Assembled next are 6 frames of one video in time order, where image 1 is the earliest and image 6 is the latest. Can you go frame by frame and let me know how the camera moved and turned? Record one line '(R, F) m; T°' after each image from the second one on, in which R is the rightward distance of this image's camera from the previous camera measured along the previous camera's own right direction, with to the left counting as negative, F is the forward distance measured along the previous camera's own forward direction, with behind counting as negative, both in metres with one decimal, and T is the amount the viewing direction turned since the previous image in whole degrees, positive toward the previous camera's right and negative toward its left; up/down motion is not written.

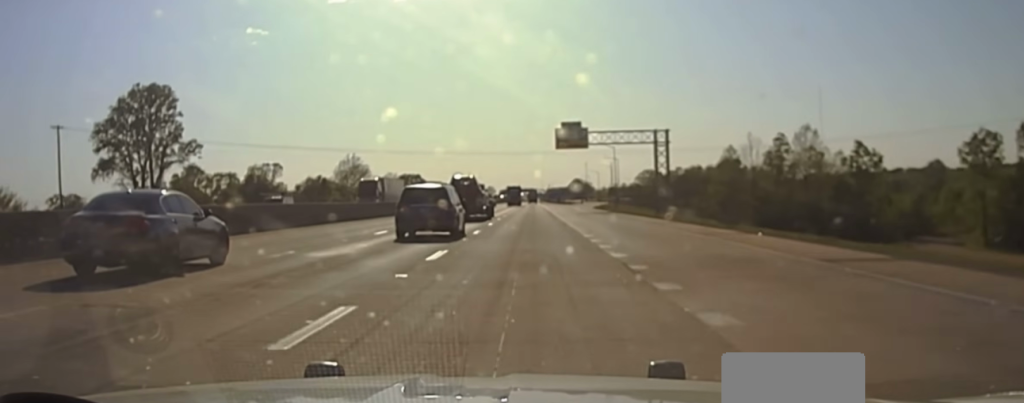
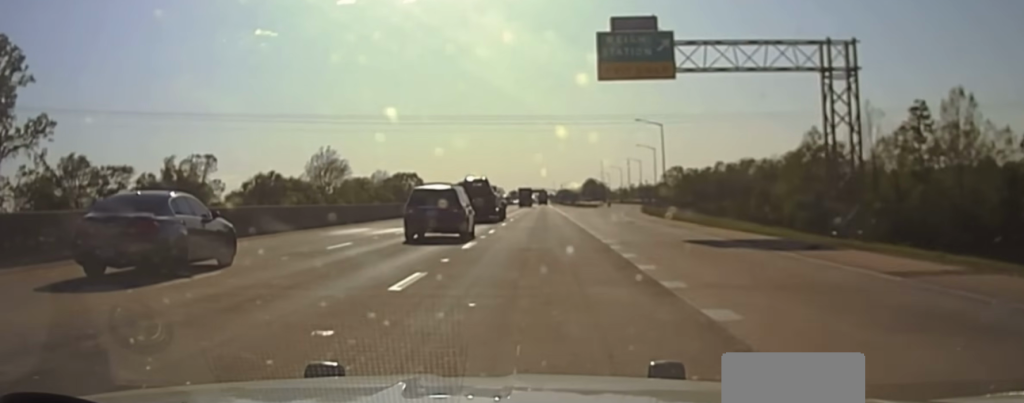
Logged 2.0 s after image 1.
(-1.1, +56.7) m; -2°
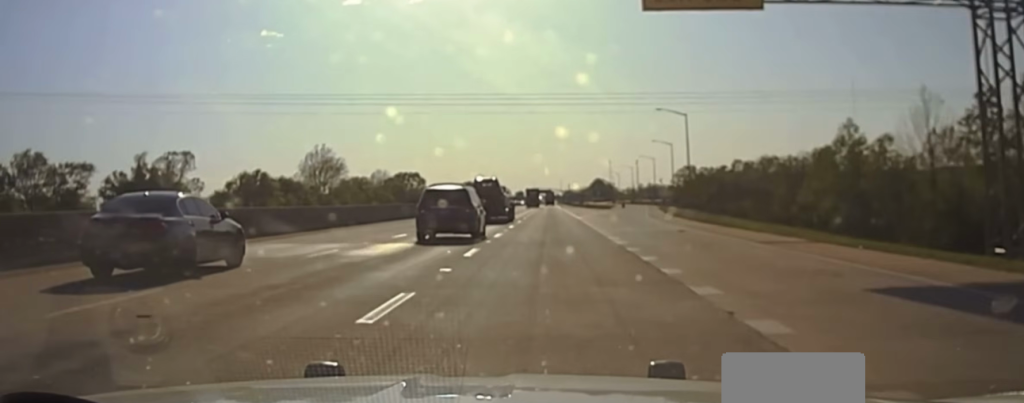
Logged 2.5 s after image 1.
(+0.2, +15.2) m; 0°
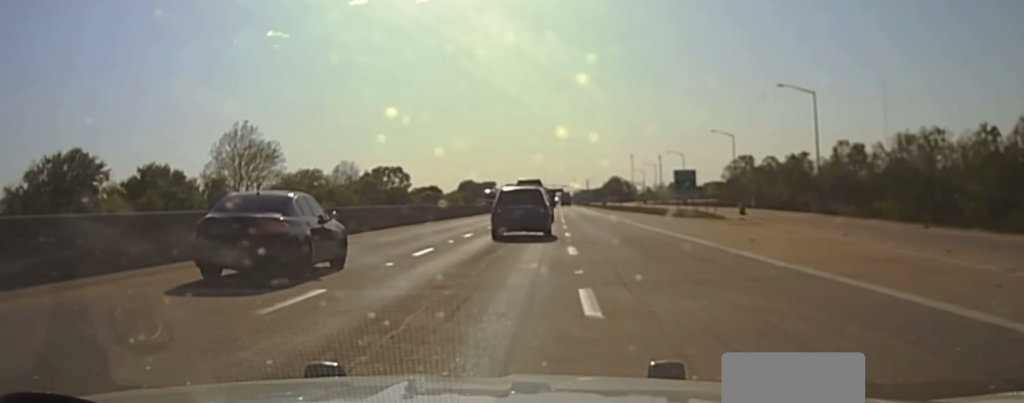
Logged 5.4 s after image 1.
(-0.9, +77.4) m; 0°
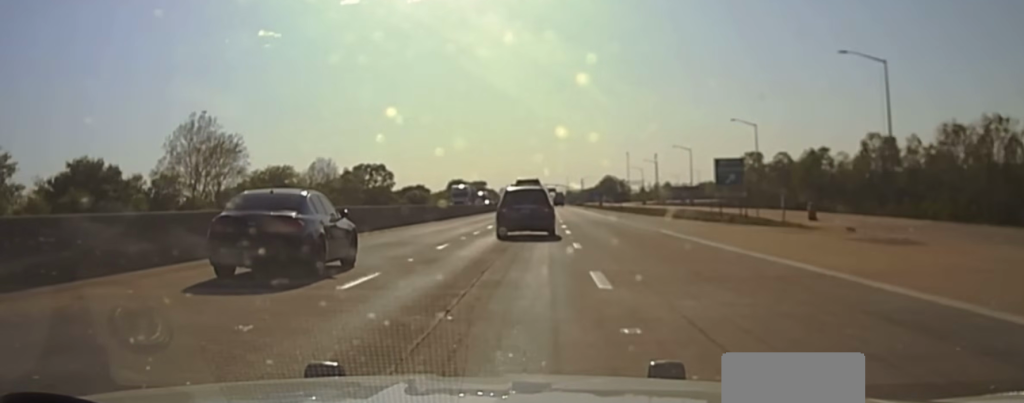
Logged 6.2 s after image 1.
(0.0, +23.8) m; 0°
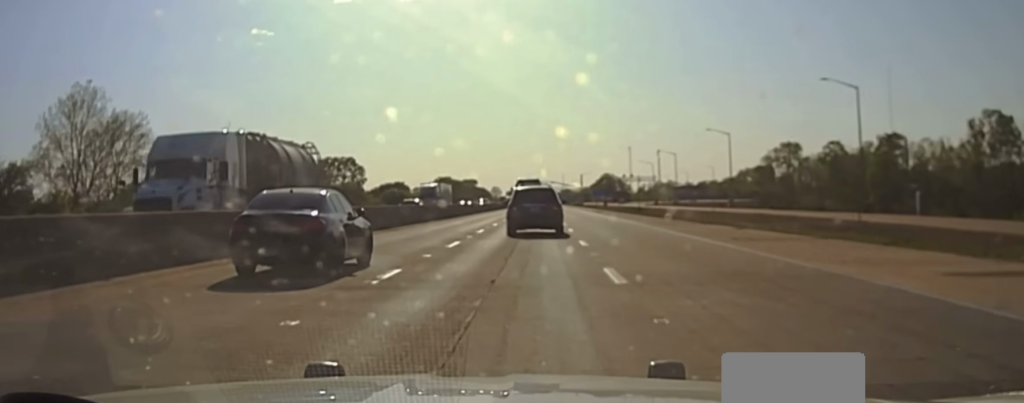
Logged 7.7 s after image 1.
(+0.4, +46.5) m; +1°
